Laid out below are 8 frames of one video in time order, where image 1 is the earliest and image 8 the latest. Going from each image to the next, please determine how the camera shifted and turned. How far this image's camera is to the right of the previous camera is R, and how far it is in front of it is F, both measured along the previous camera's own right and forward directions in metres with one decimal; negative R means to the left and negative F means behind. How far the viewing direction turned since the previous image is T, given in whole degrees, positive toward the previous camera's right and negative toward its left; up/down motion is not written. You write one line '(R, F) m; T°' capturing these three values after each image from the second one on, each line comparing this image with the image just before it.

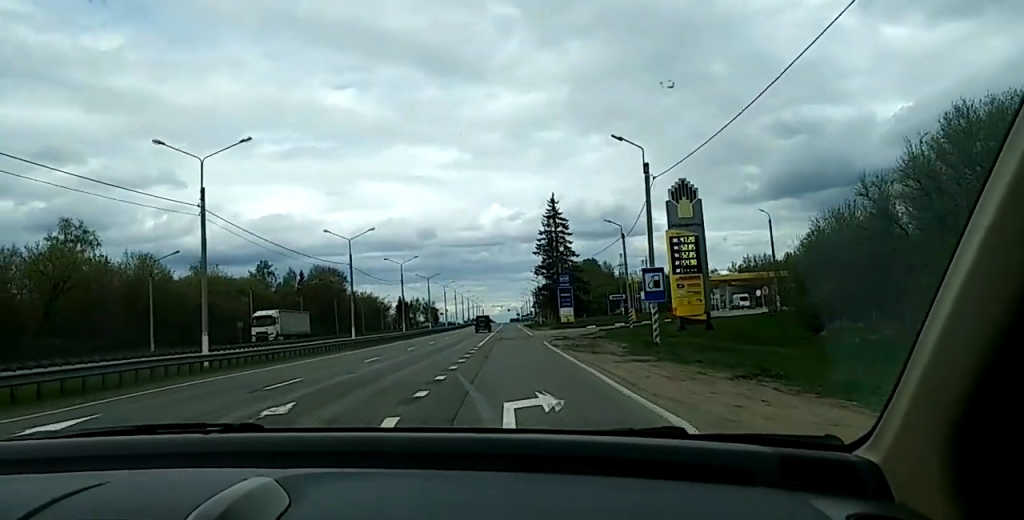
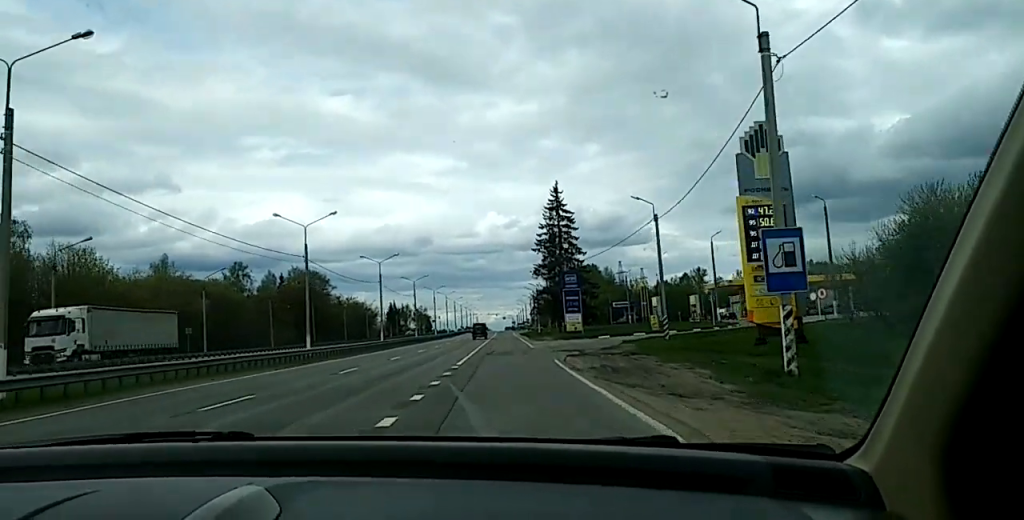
(0.0, +15.4) m; 0°
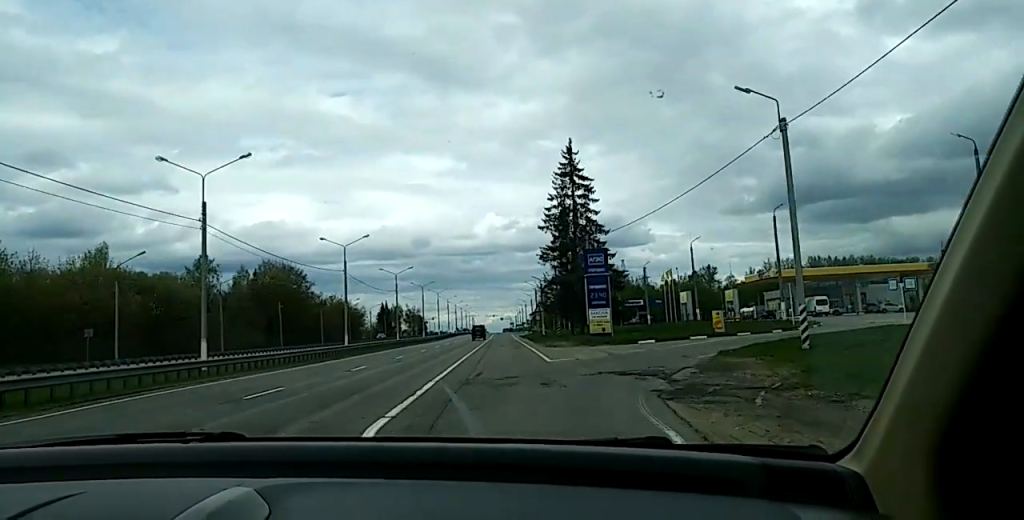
(+0.1, +19.0) m; -1°
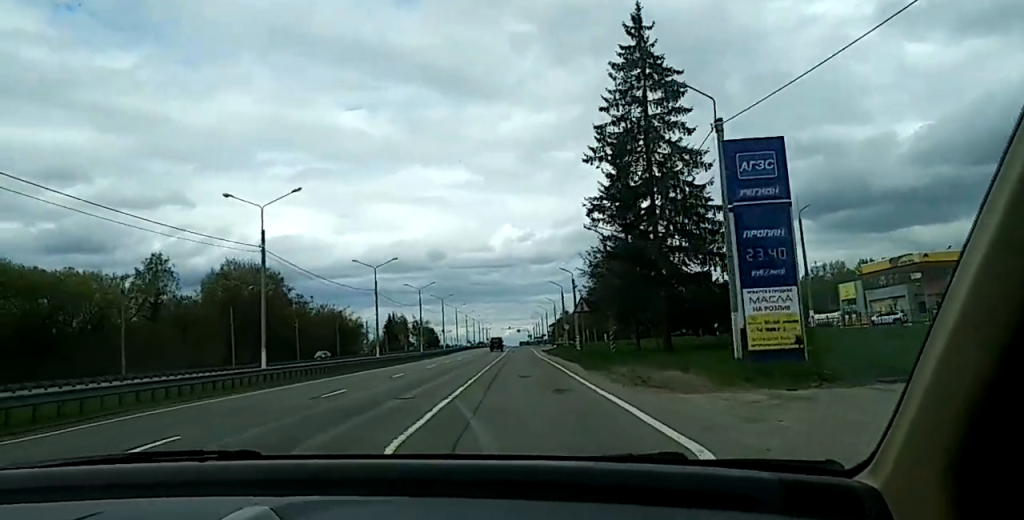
(-0.1, +29.5) m; +1°
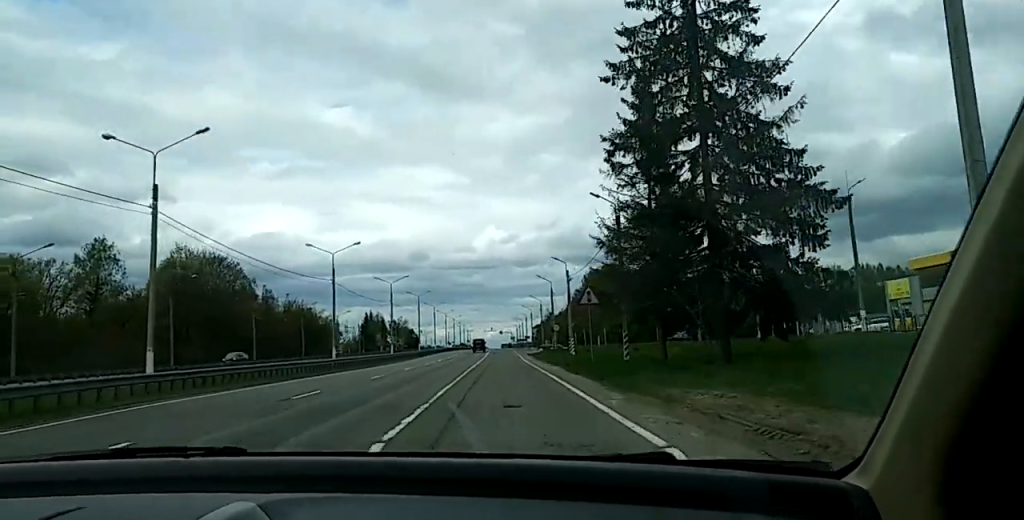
(0.0, +12.6) m; 0°
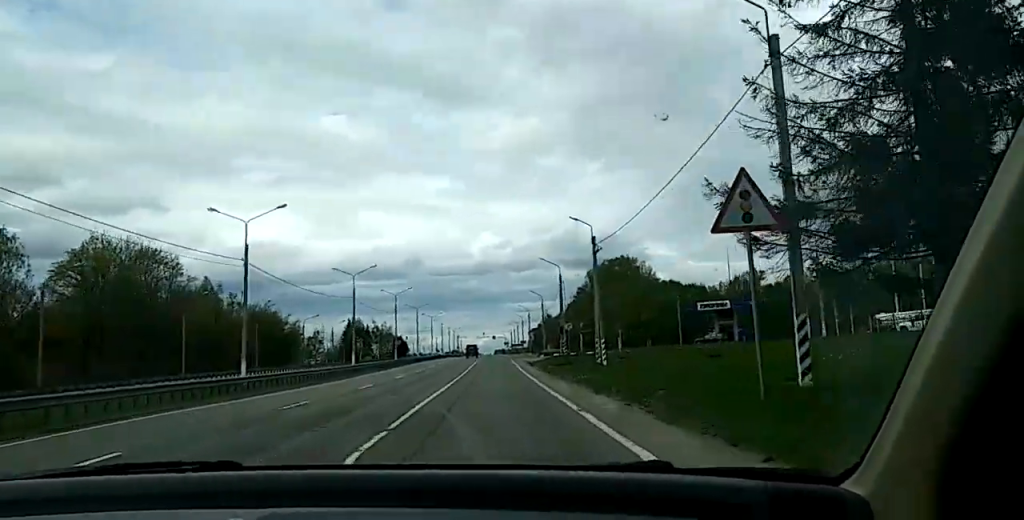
(-0.2, +24.8) m; -1°
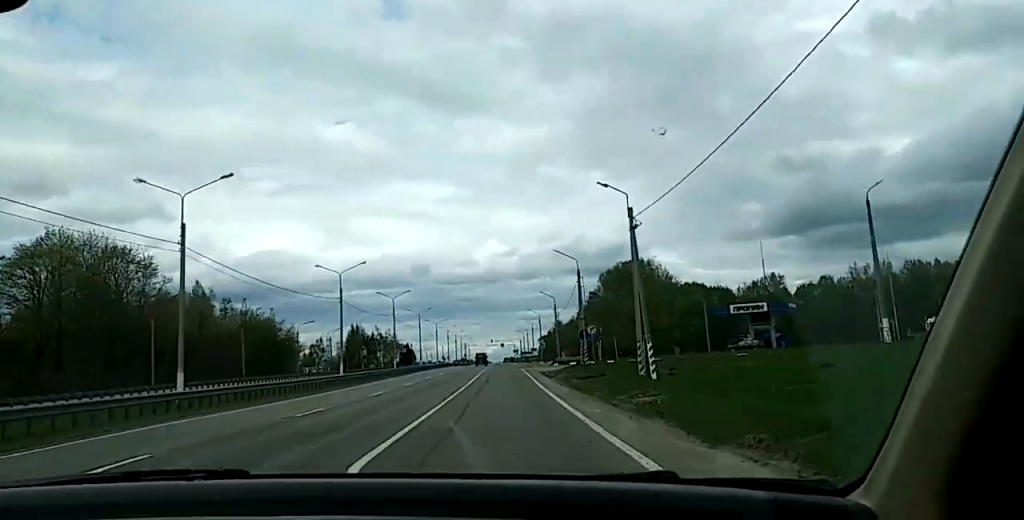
(-0.3, +12.1) m; 0°
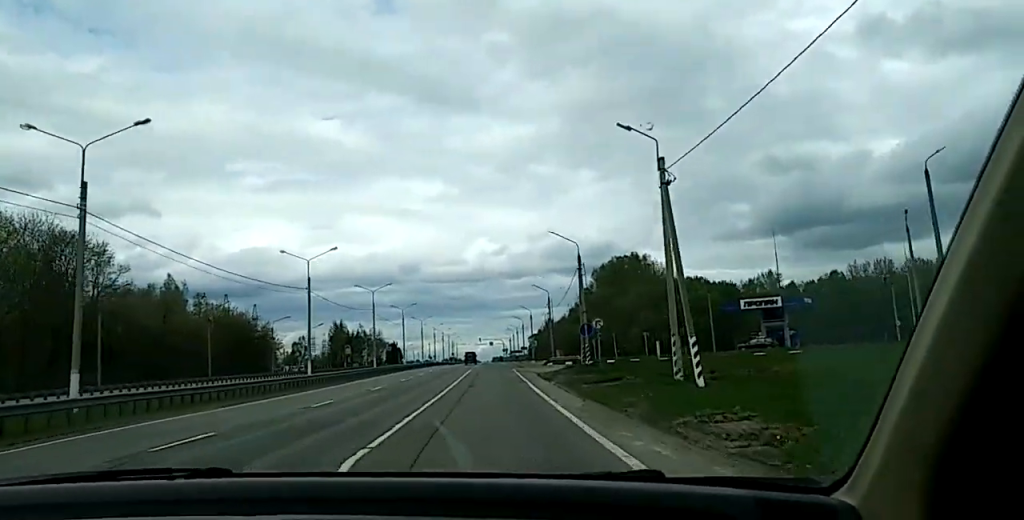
(+0.2, +9.6) m; +1°
